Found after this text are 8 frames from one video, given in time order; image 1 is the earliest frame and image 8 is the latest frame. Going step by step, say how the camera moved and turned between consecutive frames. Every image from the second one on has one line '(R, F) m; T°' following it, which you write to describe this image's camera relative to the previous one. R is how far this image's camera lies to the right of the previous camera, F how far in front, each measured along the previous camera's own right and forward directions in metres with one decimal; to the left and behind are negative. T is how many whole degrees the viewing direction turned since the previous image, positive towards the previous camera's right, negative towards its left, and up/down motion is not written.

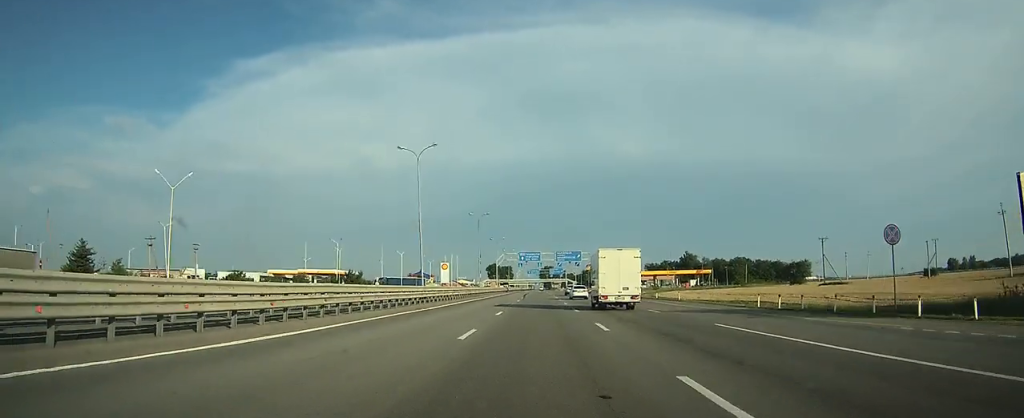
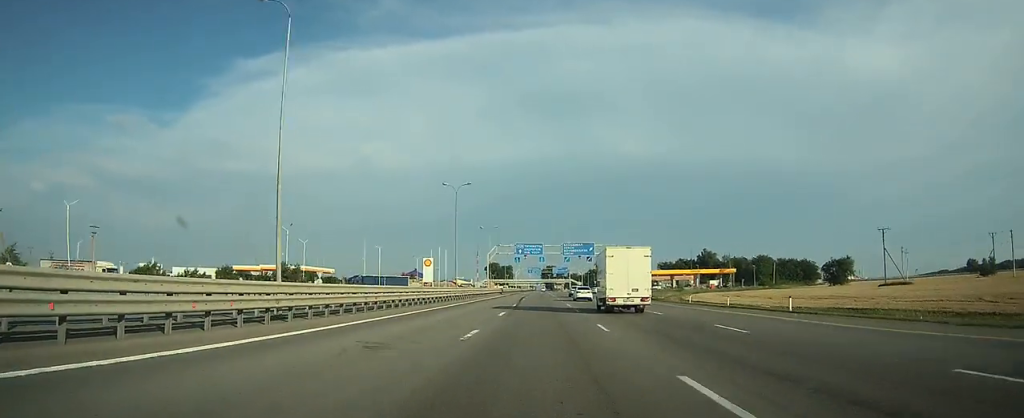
(0.0, +27.3) m; 0°
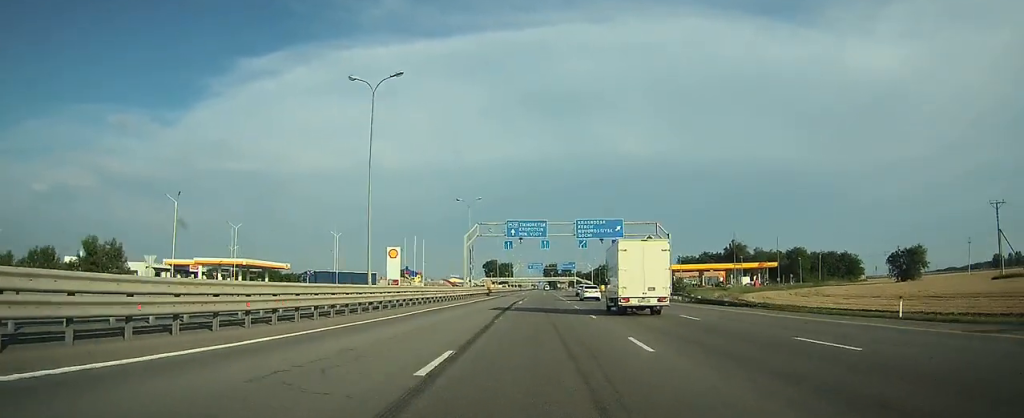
(-0.1, +32.4) m; 0°
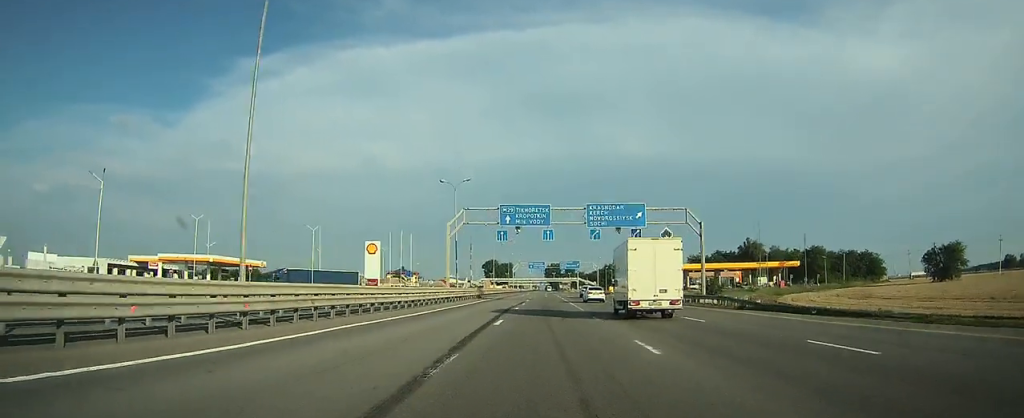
(0.0, +12.7) m; 0°
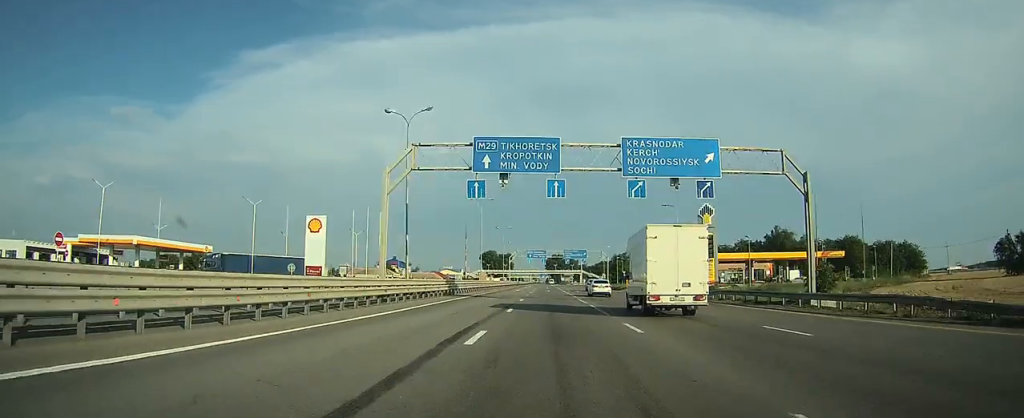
(0.0, +20.9) m; 0°
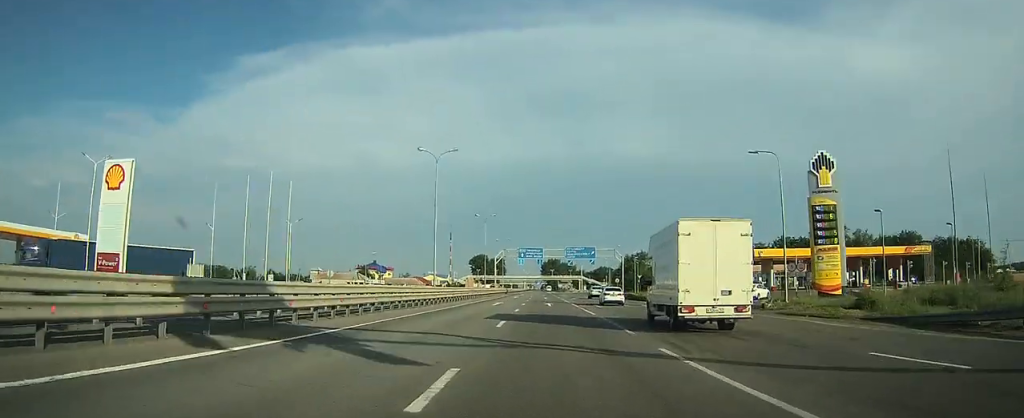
(0.0, +29.4) m; 0°
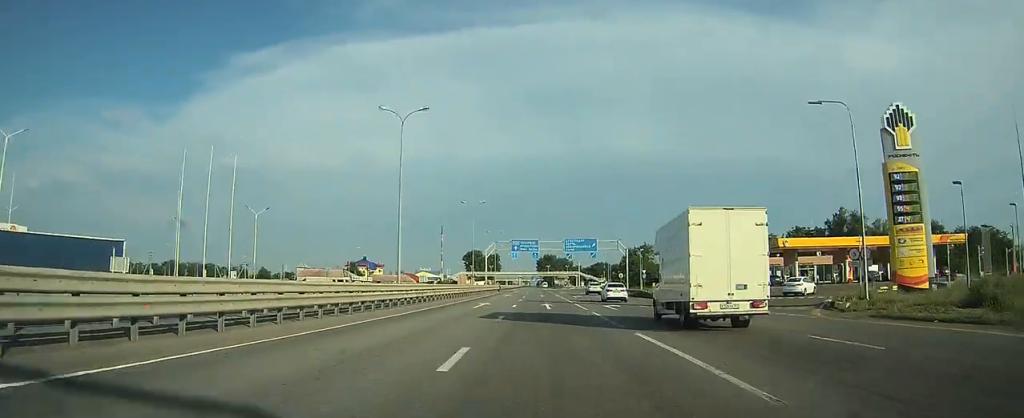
(0.0, +9.7) m; 0°
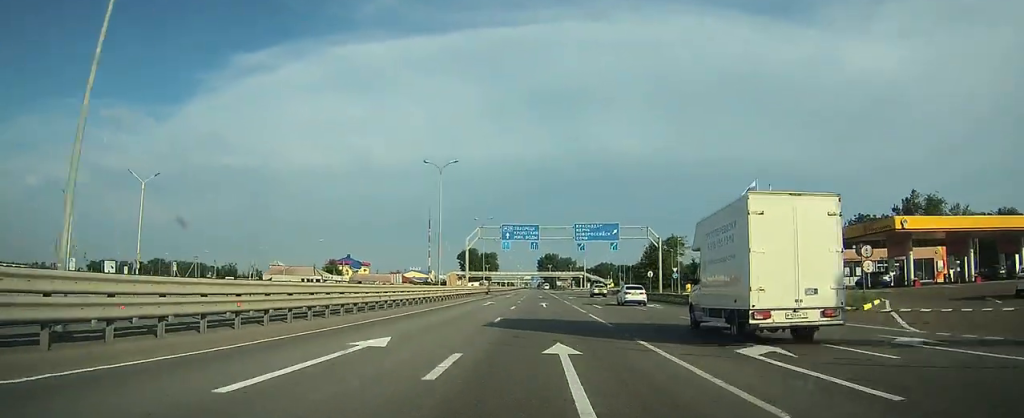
(+0.1, +24.4) m; 0°
